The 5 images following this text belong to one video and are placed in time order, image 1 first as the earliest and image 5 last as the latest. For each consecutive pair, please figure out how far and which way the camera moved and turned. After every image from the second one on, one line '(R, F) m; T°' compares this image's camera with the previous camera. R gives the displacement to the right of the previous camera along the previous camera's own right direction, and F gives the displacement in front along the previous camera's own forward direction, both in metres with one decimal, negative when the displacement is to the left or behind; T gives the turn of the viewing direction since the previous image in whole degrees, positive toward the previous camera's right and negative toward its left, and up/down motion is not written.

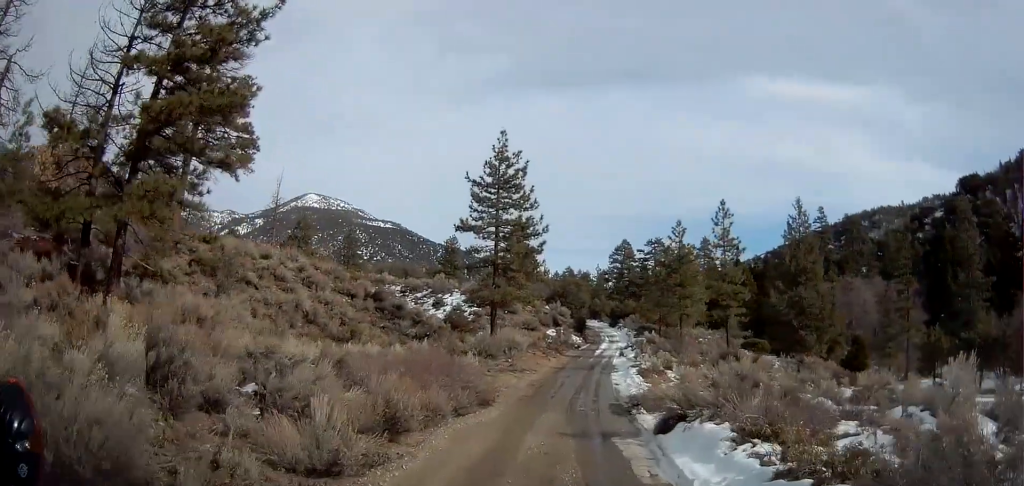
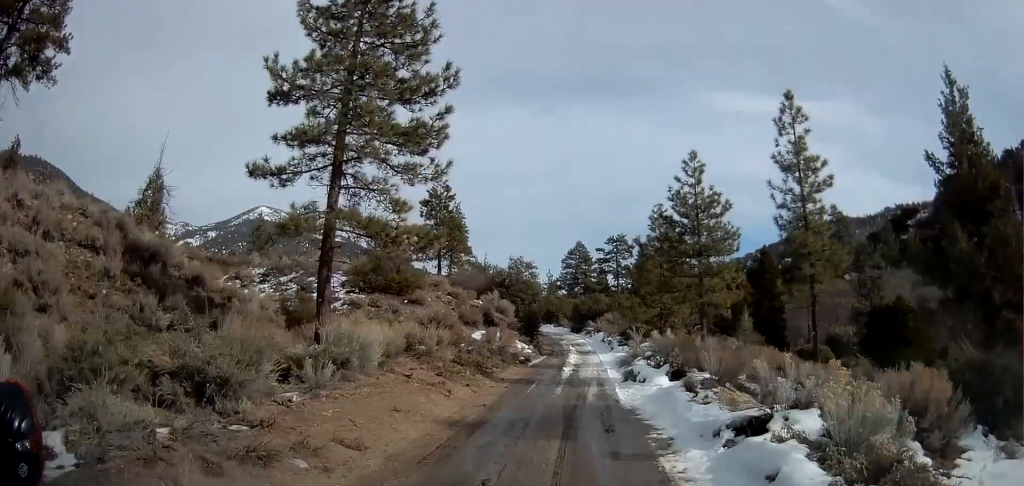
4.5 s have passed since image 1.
(+1.0, +24.6) m; +4°
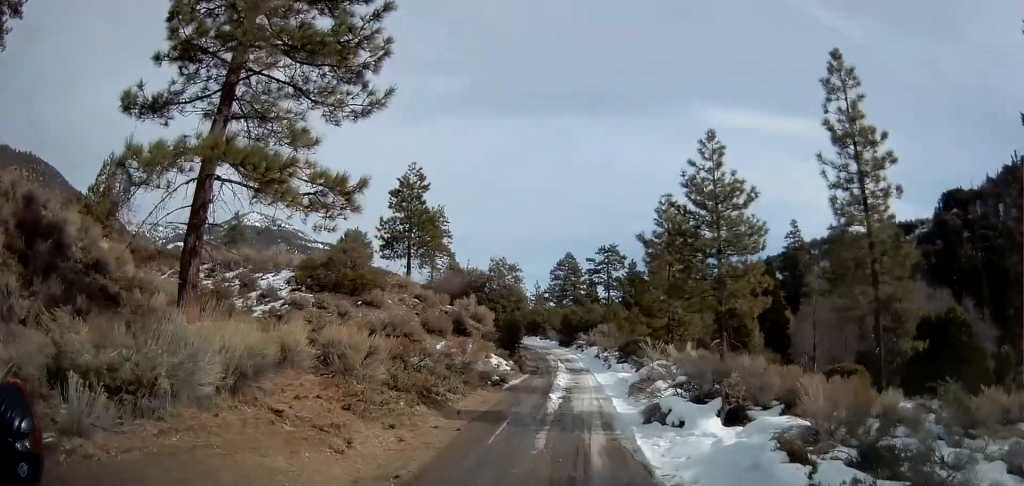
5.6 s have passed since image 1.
(-0.1, +6.7) m; +1°
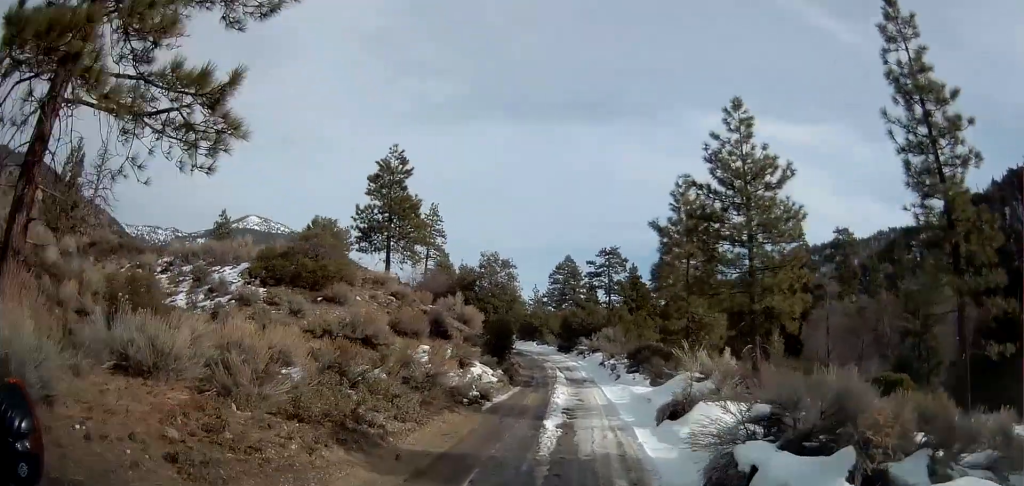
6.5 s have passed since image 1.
(+0.1, +5.1) m; +3°
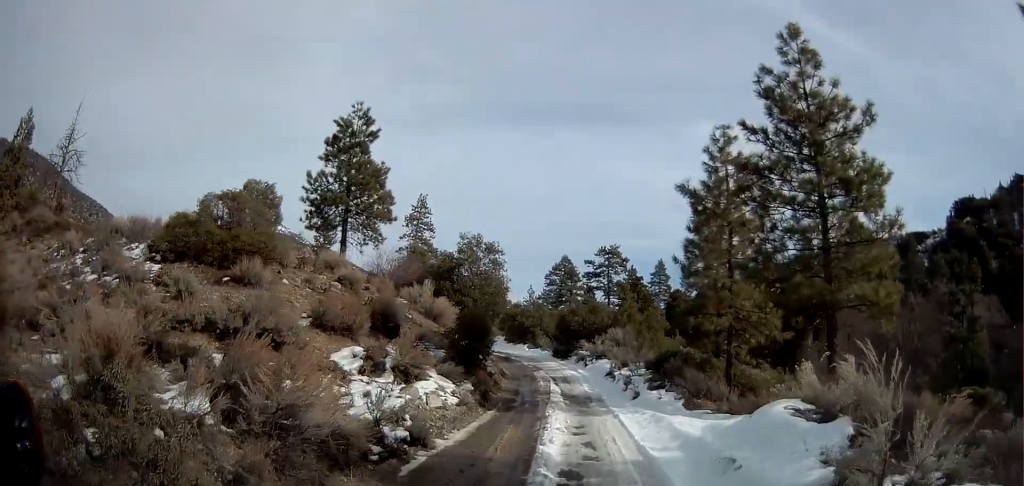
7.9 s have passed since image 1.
(0.0, +7.4) m; -2°
